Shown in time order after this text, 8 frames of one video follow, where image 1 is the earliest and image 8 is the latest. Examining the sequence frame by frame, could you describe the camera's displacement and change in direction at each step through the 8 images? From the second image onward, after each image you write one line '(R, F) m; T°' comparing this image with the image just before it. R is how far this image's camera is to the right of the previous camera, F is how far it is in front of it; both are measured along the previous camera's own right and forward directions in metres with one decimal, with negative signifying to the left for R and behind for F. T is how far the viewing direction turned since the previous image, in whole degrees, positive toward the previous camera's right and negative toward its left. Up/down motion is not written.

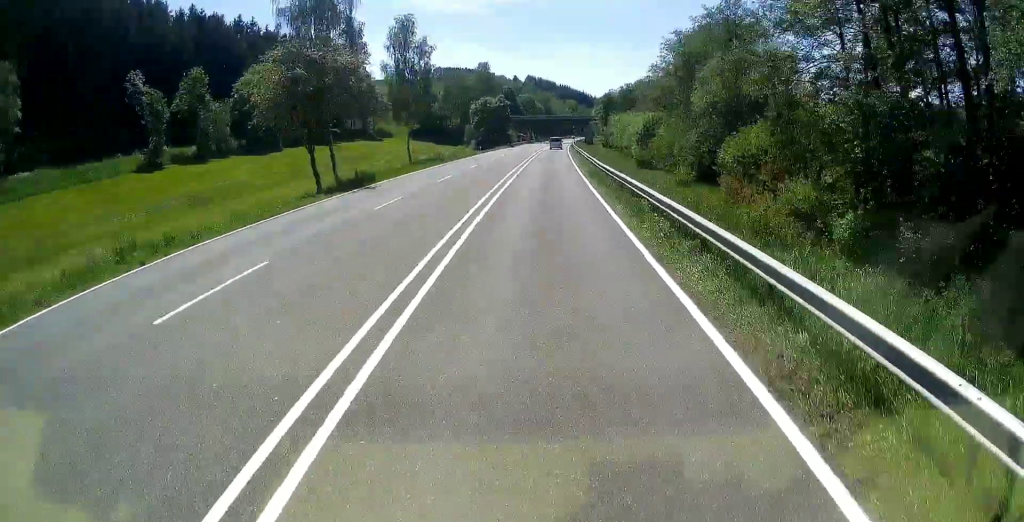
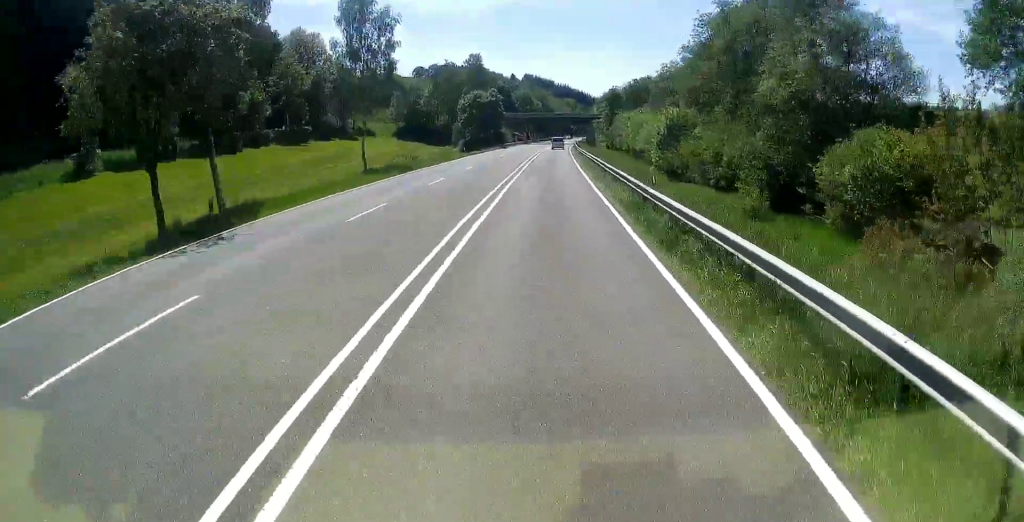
(0.0, +15.1) m; 0°
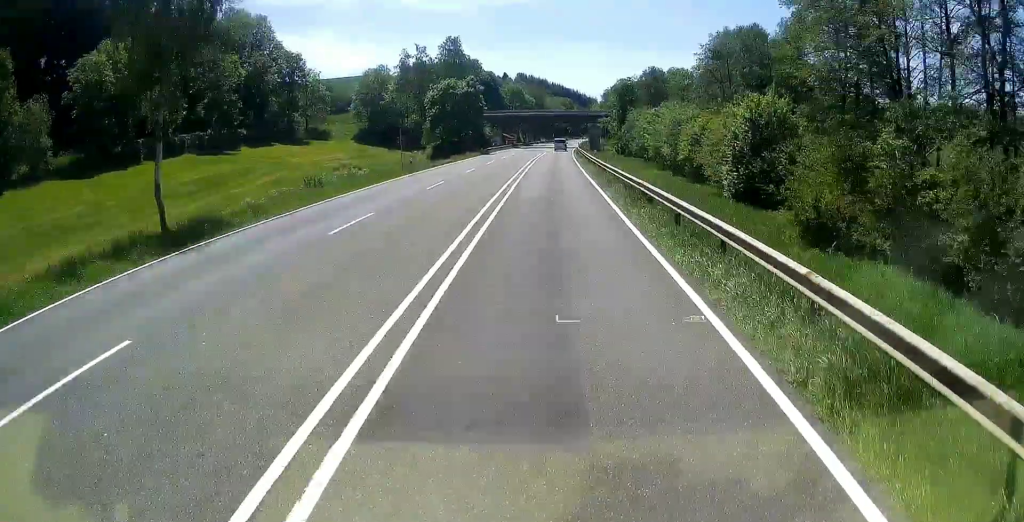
(+0.1, +26.0) m; +1°
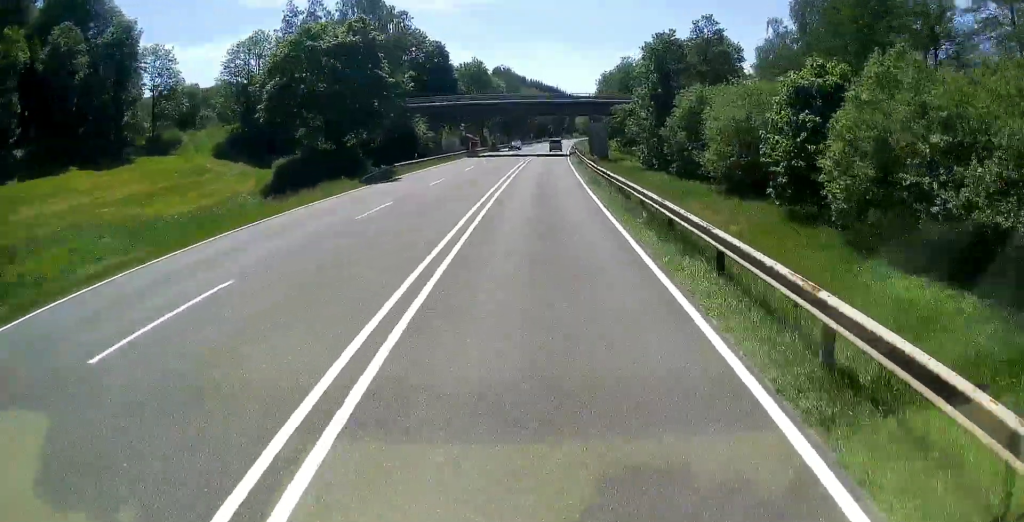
(+1.0, +45.0) m; +2°
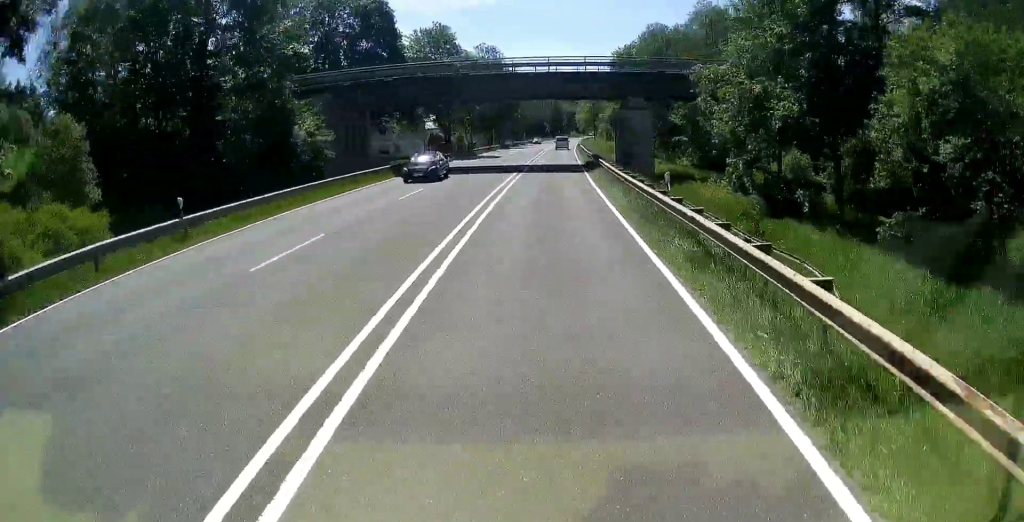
(+0.4, +31.5) m; +1°
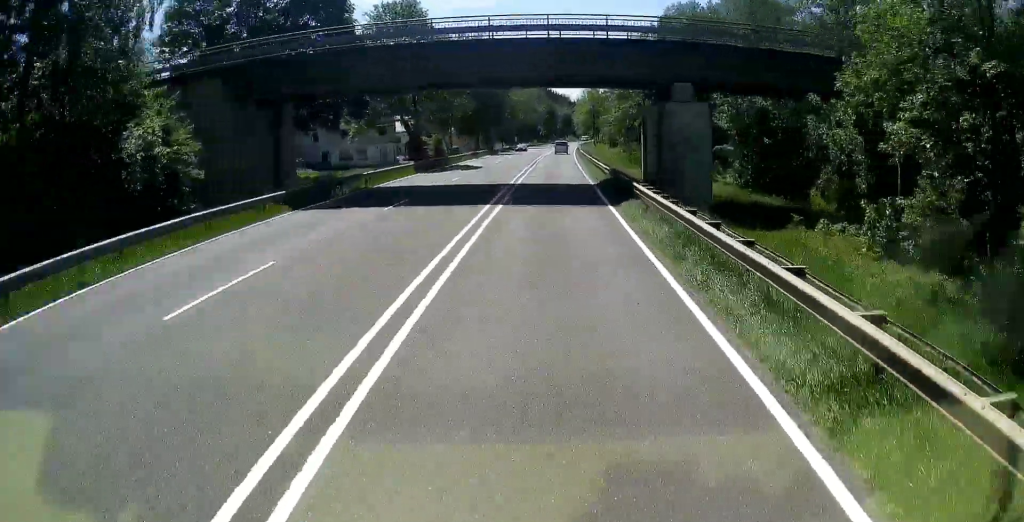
(+0.1, +14.9) m; 0°
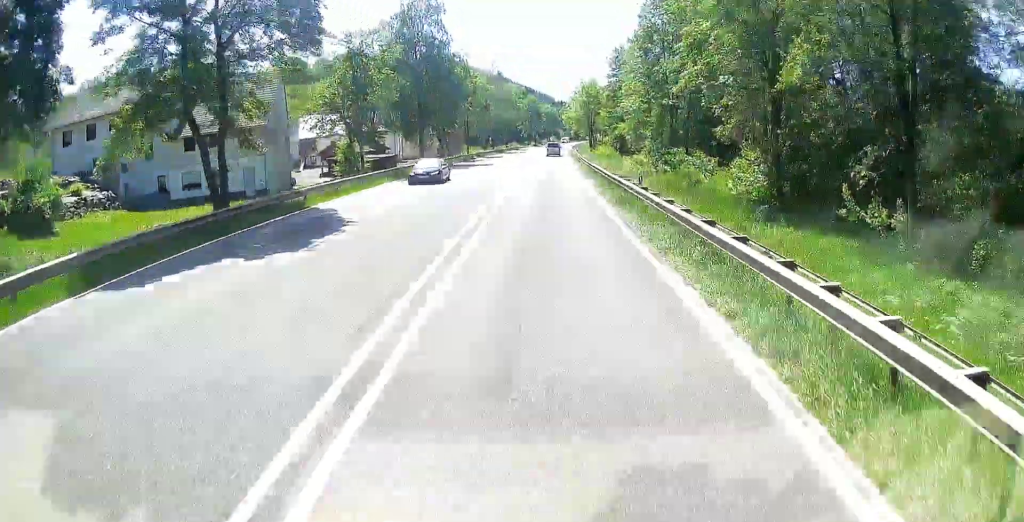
(+0.1, +31.6) m; +1°
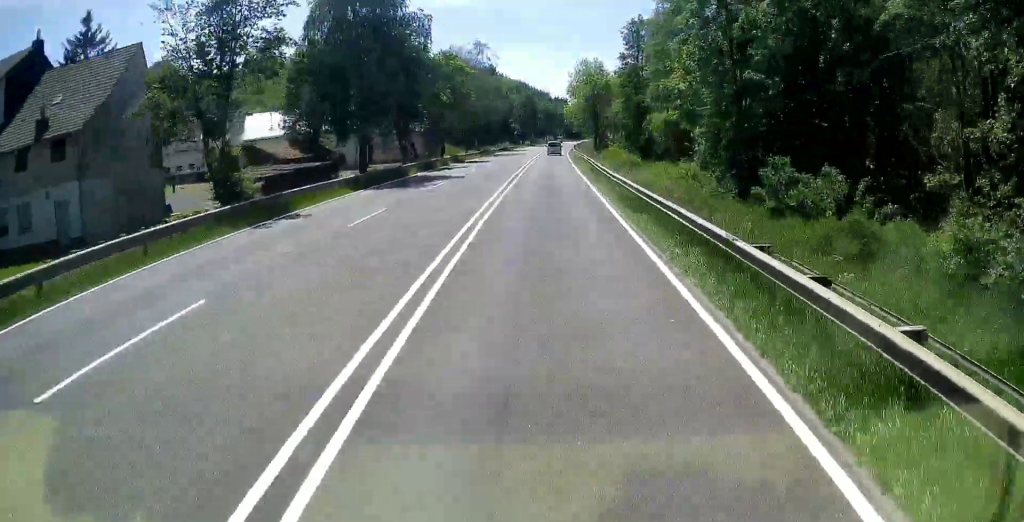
(+0.1, +19.1) m; +1°
